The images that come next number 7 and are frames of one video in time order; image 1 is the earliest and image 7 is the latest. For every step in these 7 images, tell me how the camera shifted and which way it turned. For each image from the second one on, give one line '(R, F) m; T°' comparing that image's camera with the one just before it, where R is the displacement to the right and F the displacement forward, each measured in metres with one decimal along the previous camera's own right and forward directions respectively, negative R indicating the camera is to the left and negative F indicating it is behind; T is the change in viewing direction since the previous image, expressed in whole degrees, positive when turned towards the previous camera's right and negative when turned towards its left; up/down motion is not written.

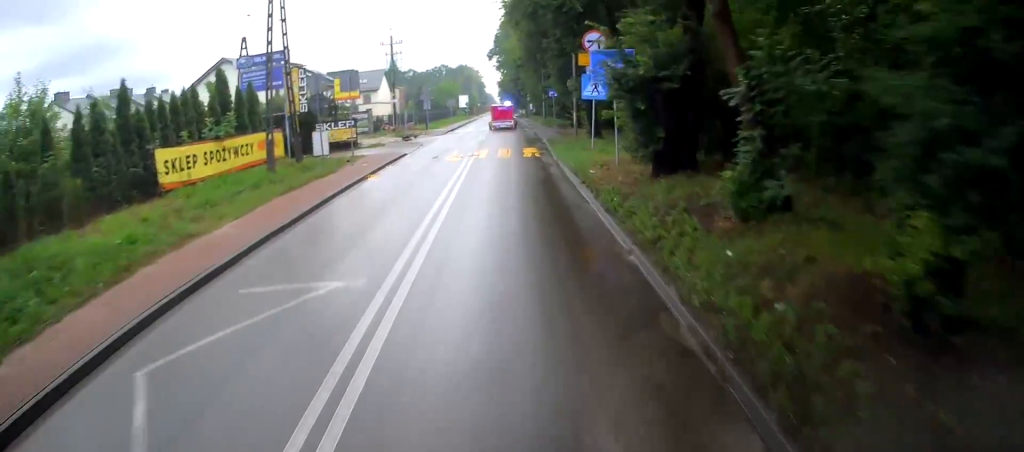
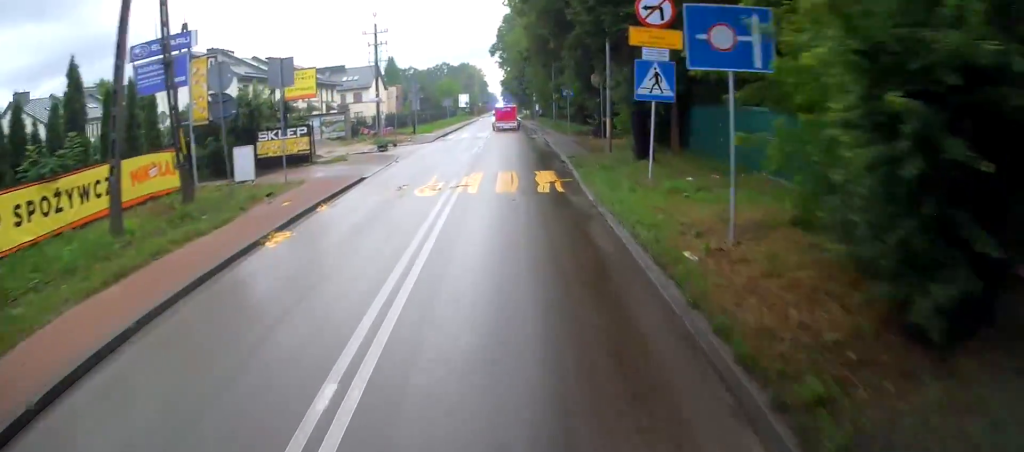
(+0.3, +8.3) m; +1°
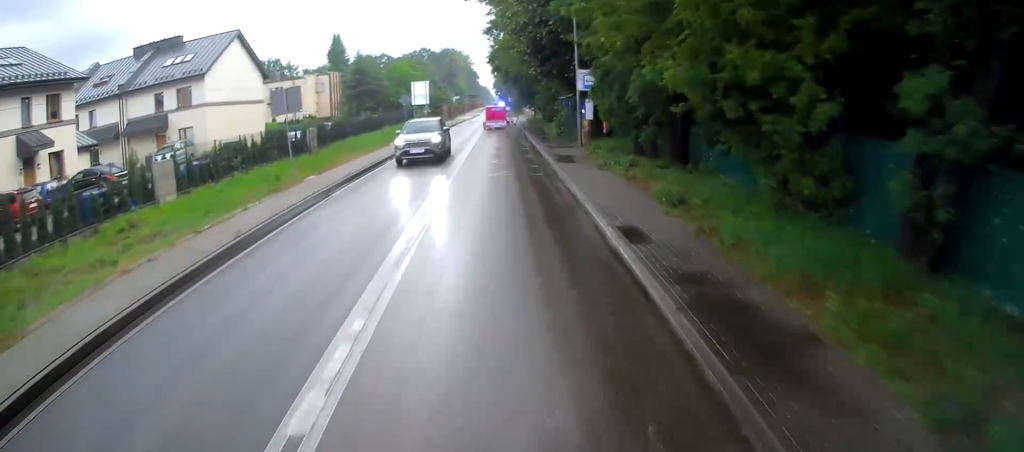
(-2.0, +48.4) m; -2°
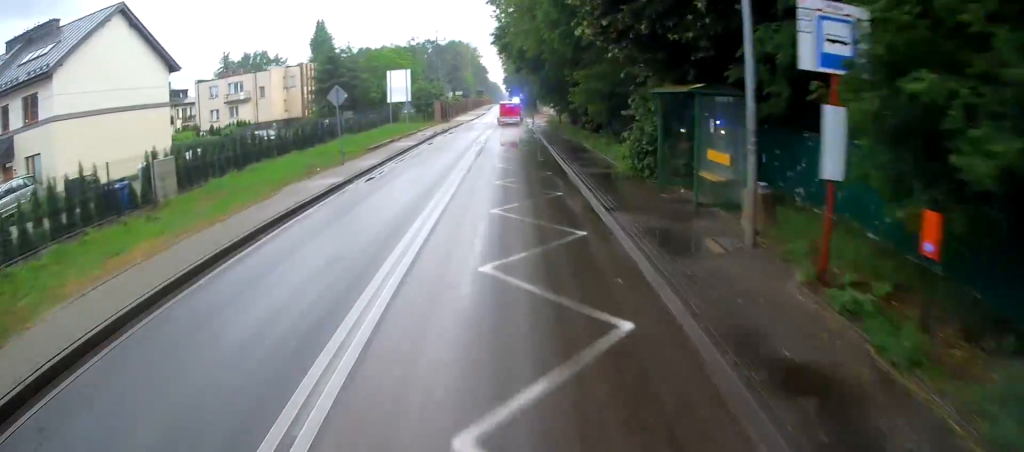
(+0.1, +17.4) m; 0°
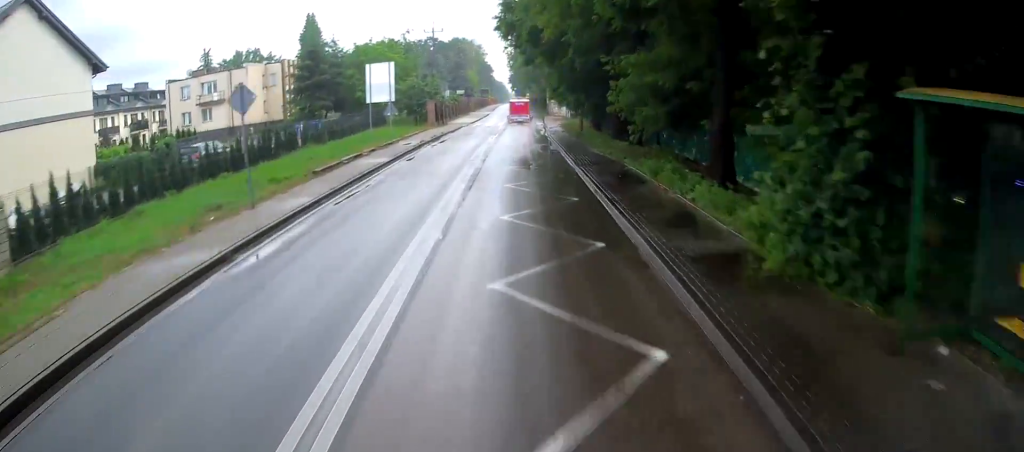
(-0.1, +8.8) m; -1°
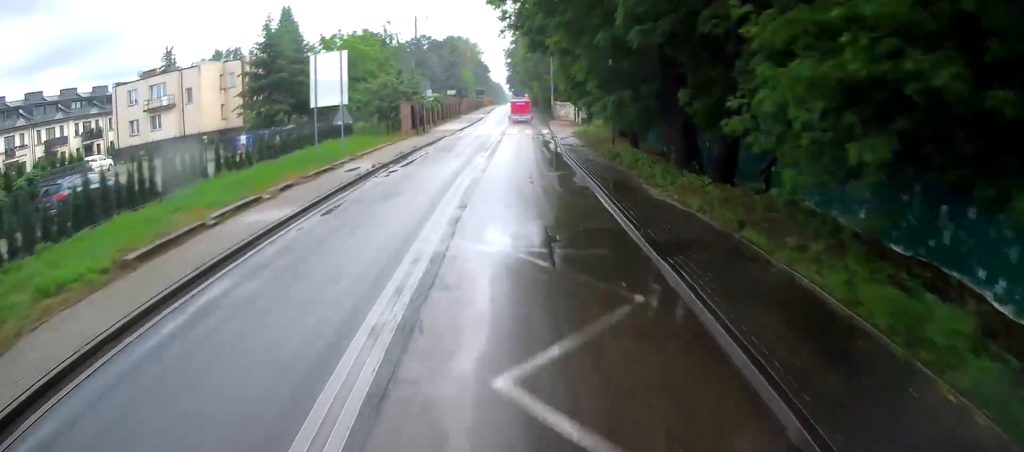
(-0.1, +10.5) m; 0°
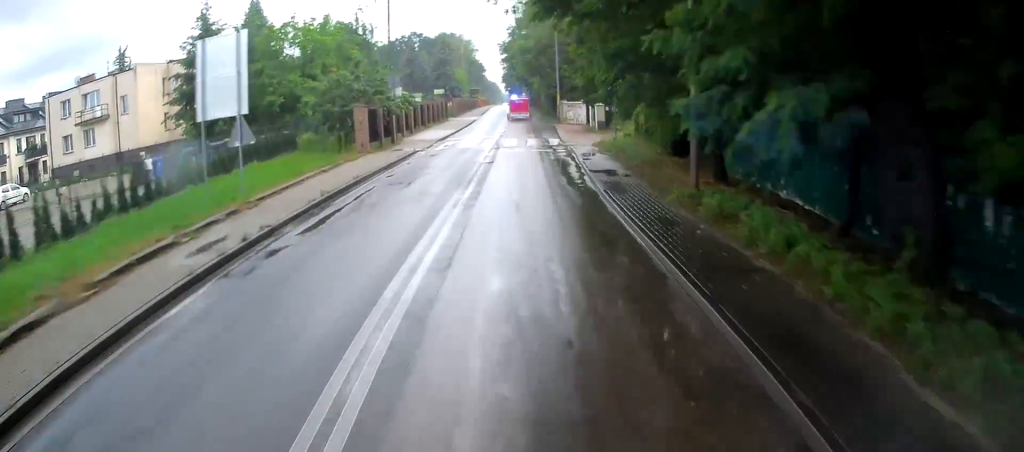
(0.0, +10.5) m; +1°
